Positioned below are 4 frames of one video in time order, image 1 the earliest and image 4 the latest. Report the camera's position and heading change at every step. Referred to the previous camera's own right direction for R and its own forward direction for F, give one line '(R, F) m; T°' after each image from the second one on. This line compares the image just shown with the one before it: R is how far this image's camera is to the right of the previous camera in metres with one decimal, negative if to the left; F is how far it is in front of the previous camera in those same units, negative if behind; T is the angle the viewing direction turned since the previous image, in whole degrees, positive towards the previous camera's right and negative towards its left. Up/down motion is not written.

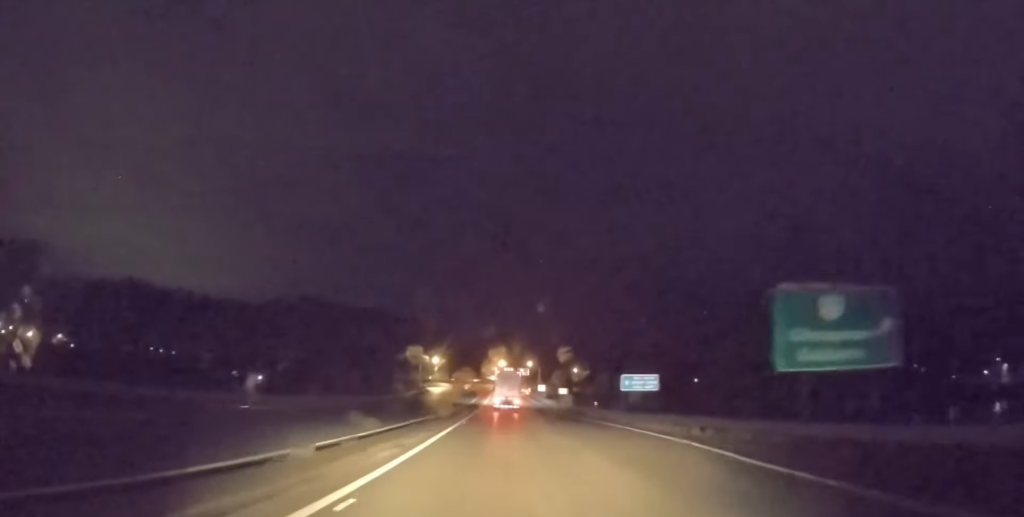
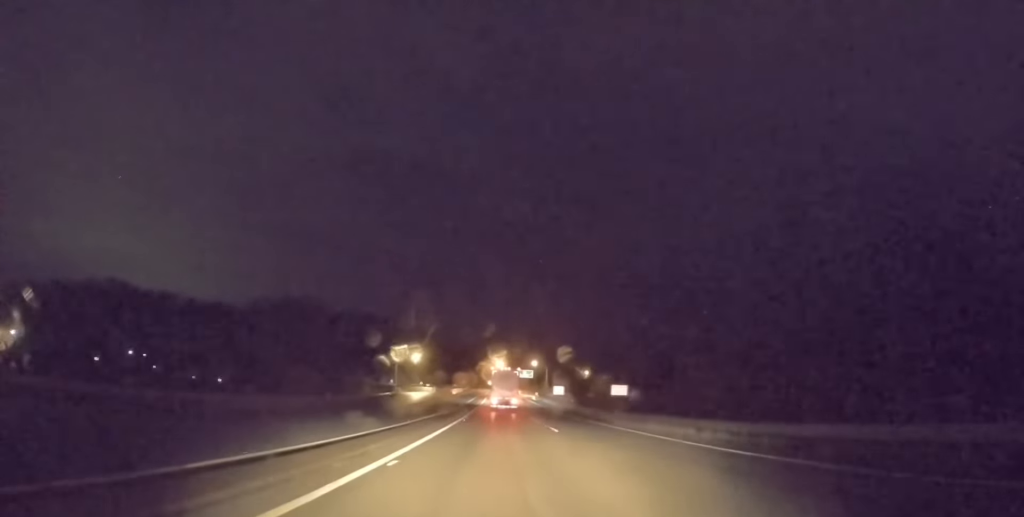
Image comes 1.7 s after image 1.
(-0.3, +47.0) m; -1°
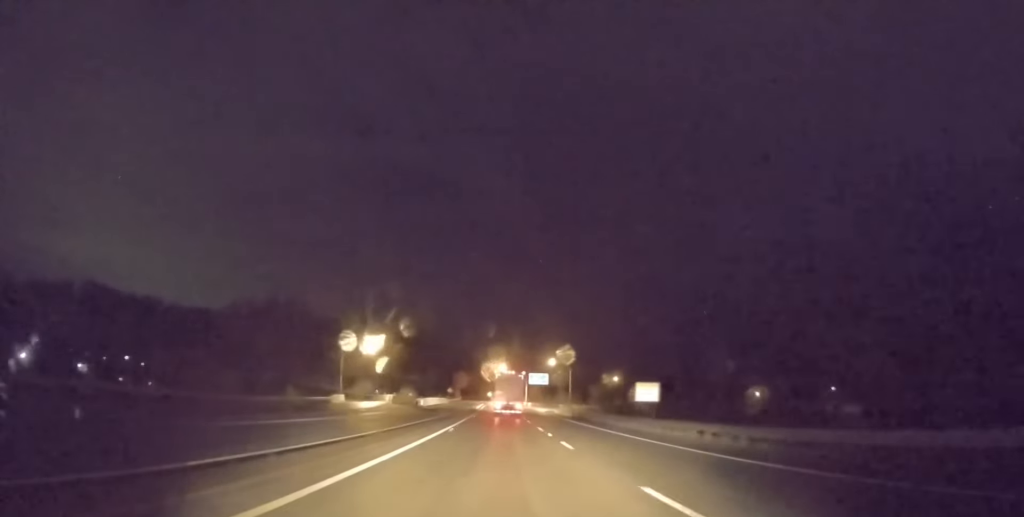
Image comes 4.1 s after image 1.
(+0.9, +70.9) m; +1°
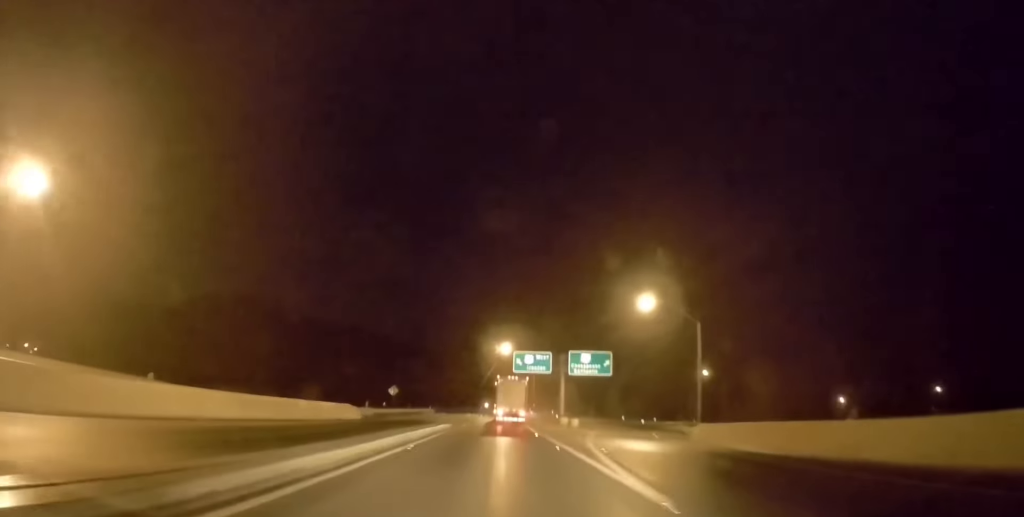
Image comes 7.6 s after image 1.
(-1.5, +91.9) m; -1°
